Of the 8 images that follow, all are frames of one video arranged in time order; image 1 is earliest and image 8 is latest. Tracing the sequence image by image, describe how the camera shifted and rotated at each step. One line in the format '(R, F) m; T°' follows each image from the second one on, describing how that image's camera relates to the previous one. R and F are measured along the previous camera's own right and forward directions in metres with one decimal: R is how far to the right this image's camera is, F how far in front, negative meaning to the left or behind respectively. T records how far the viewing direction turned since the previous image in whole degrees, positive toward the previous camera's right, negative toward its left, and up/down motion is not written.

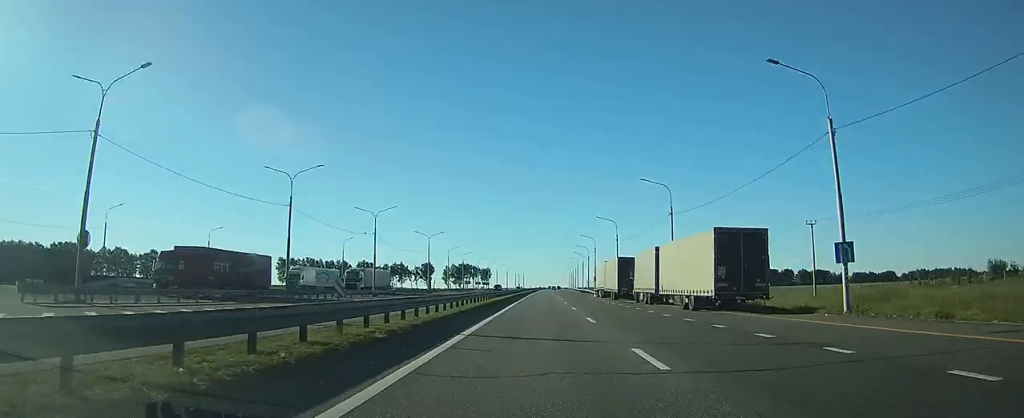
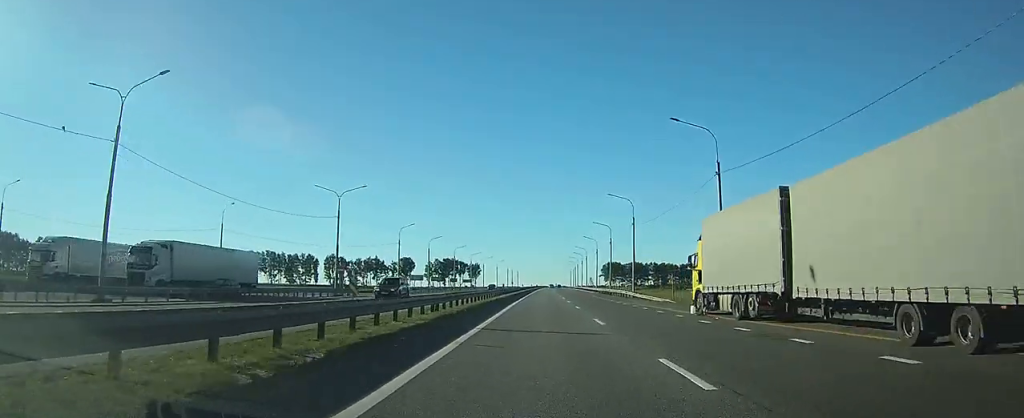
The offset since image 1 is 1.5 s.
(+0.2, +49.1) m; 0°
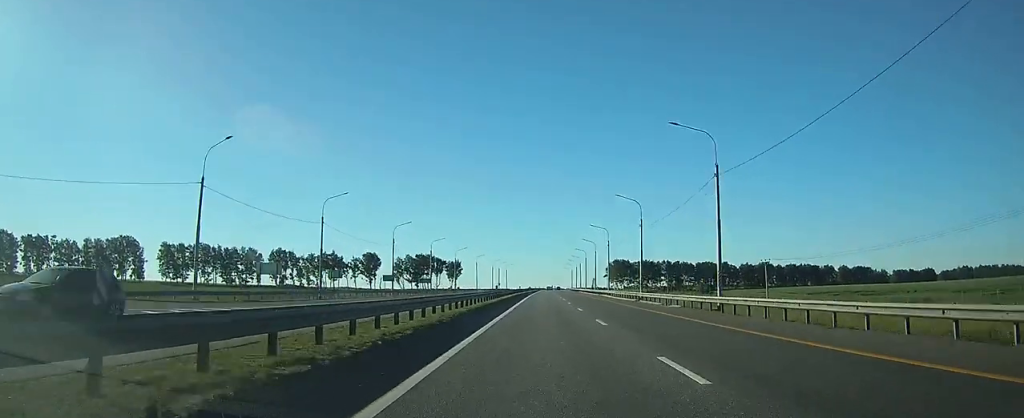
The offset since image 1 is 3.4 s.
(+0.3, +58.9) m; +1°
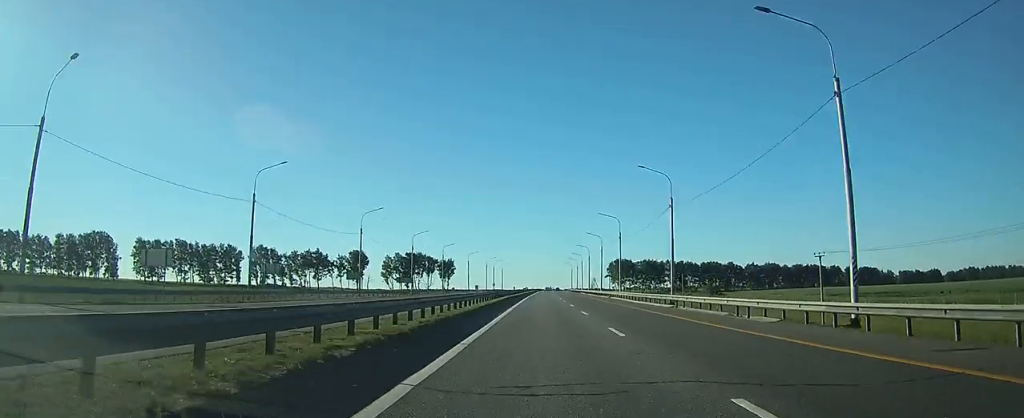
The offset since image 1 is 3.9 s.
(0.0, +16.1) m; 0°
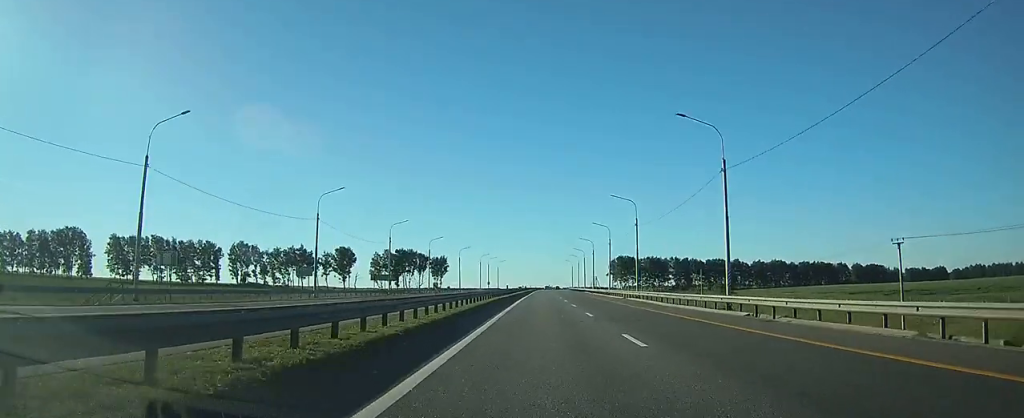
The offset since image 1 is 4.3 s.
(0.0, +15.1) m; 0°
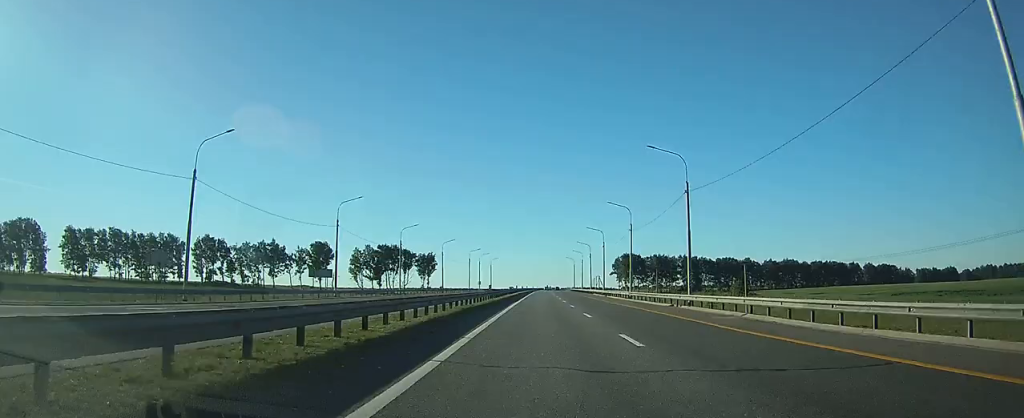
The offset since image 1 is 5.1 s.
(+0.1, +23.7) m; 0°
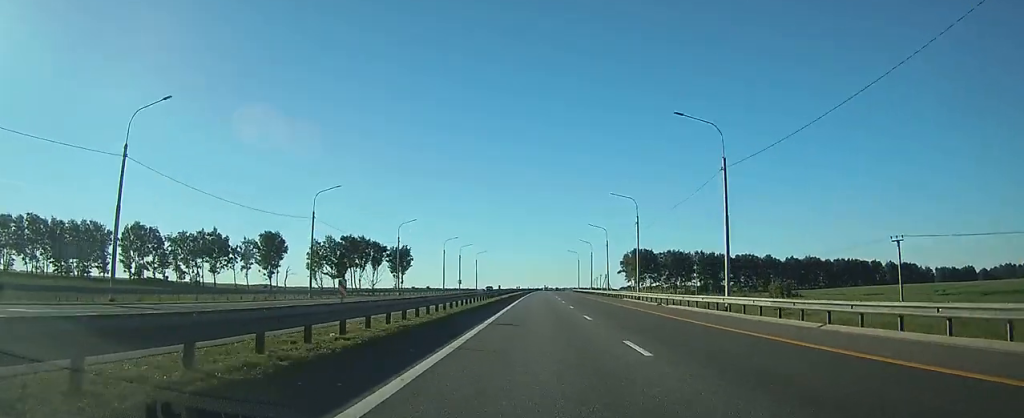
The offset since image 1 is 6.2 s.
(+0.1, +37.8) m; 0°
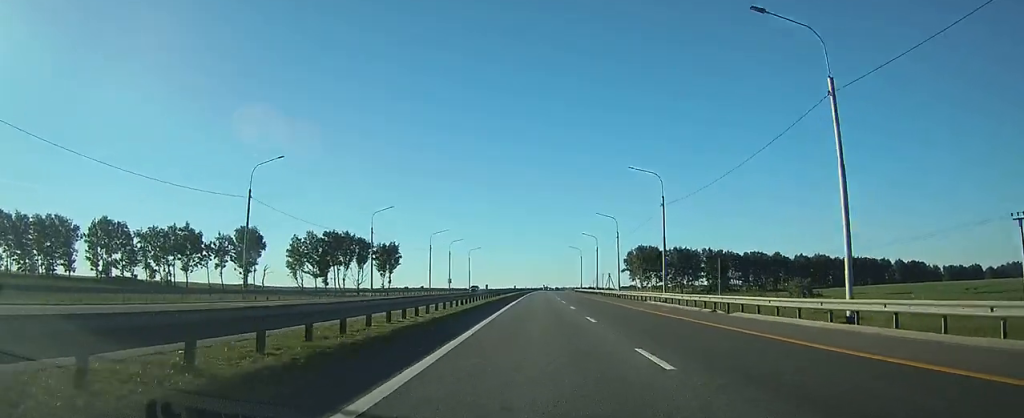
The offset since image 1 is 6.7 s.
(+0.1, +14.0) m; 0°
